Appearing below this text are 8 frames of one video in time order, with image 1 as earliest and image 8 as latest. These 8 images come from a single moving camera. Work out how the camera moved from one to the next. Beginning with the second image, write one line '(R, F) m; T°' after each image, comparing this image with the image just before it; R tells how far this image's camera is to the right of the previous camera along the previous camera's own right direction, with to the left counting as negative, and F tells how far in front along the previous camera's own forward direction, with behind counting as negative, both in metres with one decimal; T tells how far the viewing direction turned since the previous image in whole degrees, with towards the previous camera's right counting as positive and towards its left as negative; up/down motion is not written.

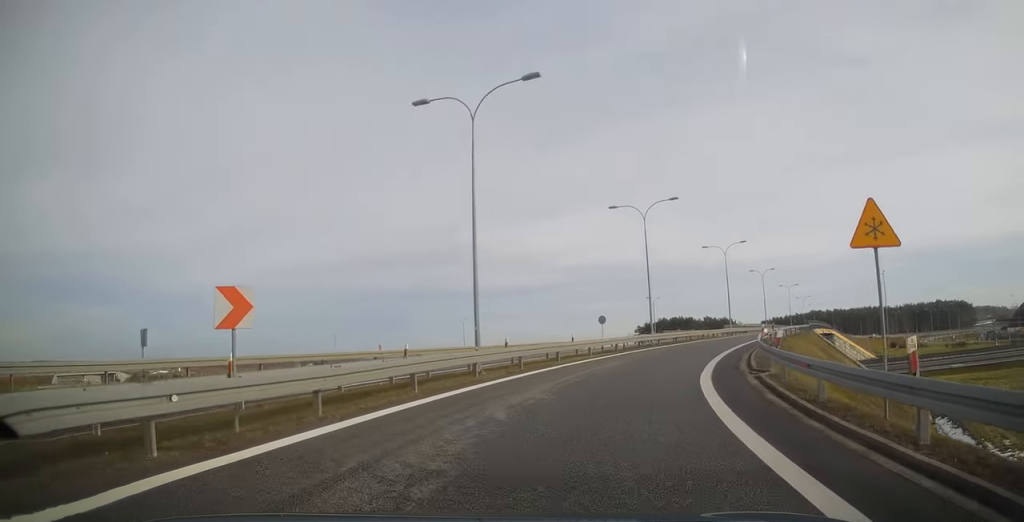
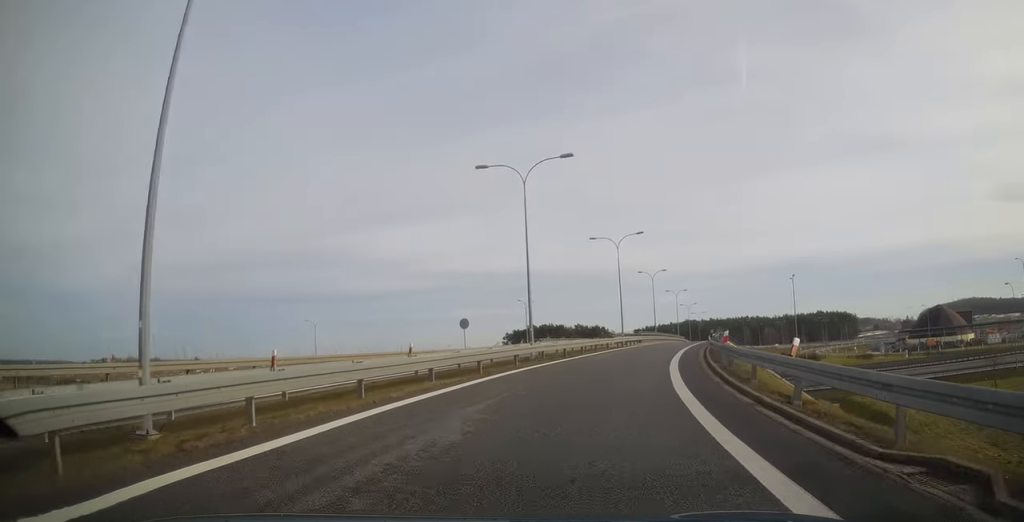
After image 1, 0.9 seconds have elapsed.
(+1.5, +12.3) m; +11°
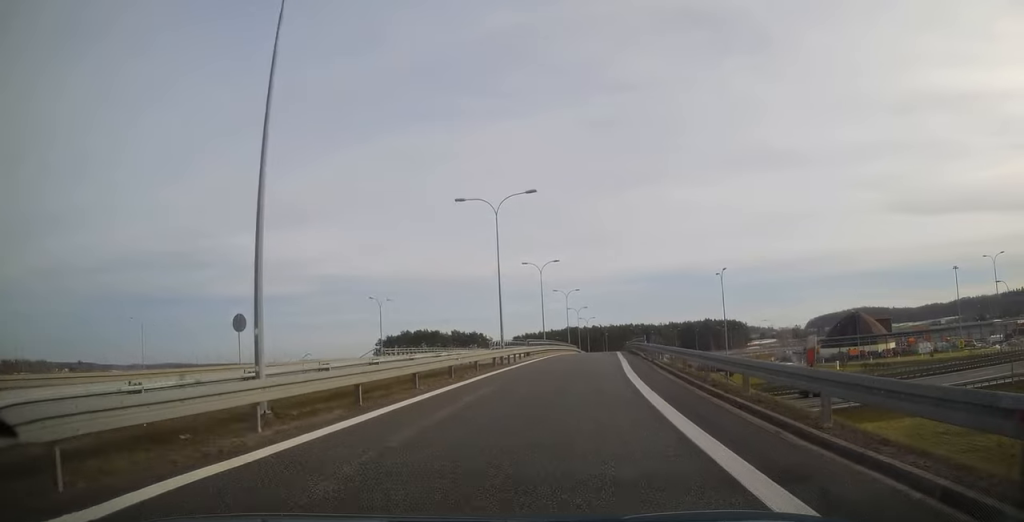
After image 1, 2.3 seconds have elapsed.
(+2.5, +18.8) m; +15°
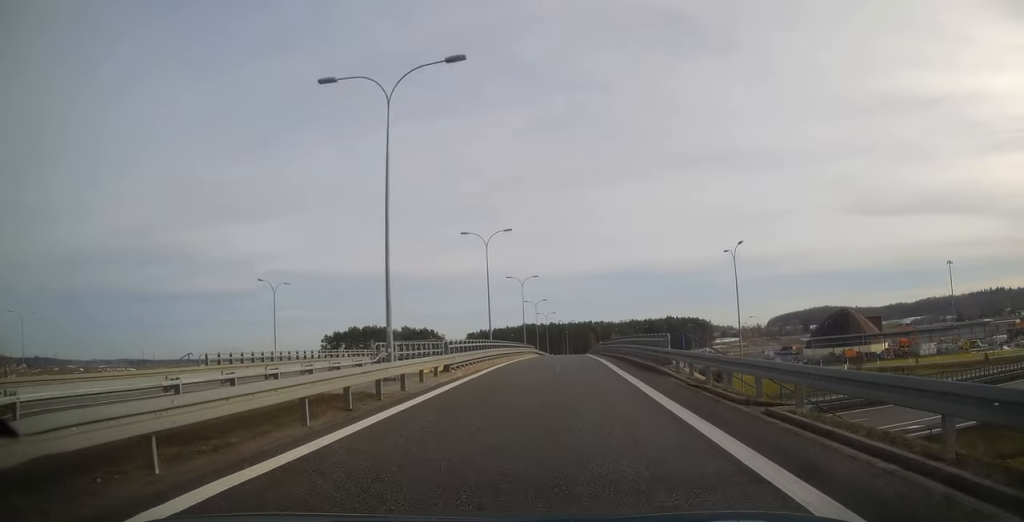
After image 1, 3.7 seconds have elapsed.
(+2.1, +18.3) m; +8°
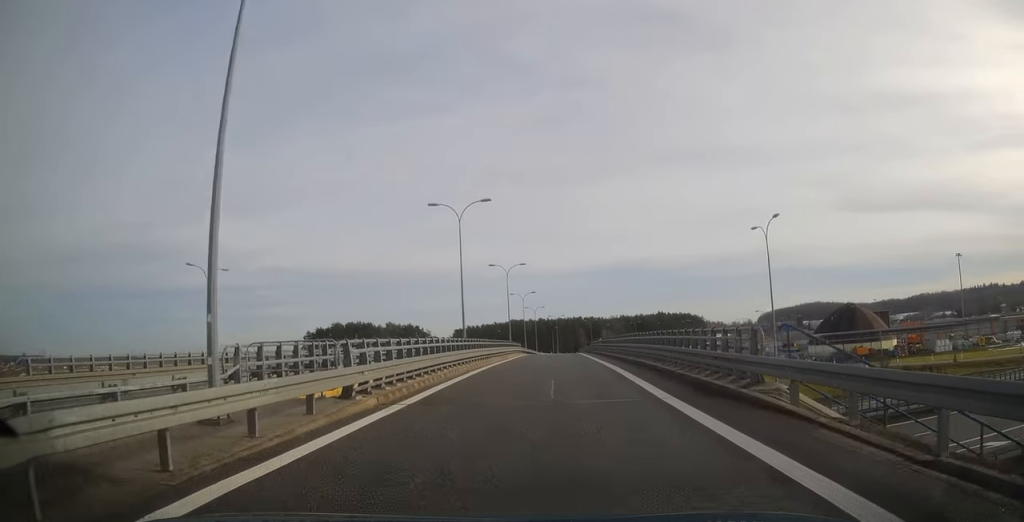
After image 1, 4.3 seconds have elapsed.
(+0.2, +9.8) m; +1°
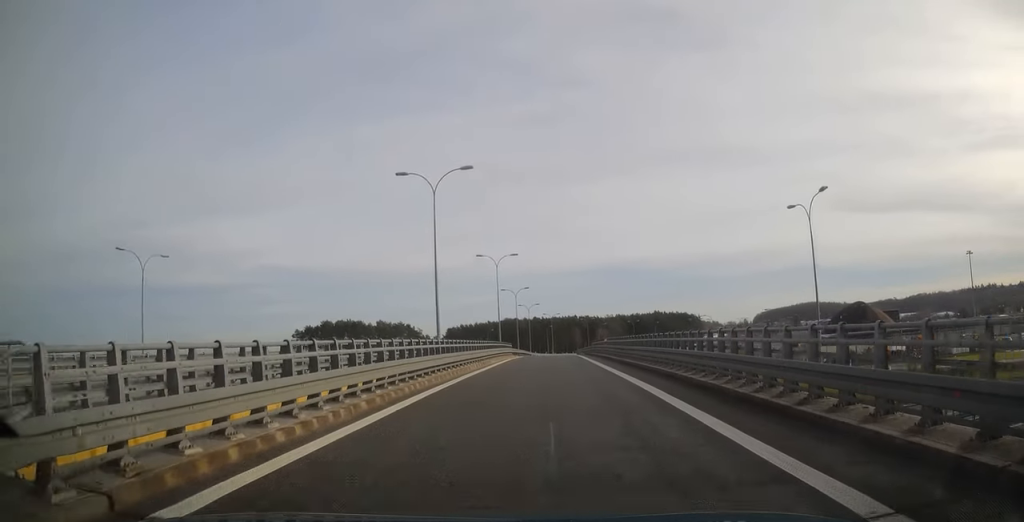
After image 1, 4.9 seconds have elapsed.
(-0.2, +7.7) m; 0°
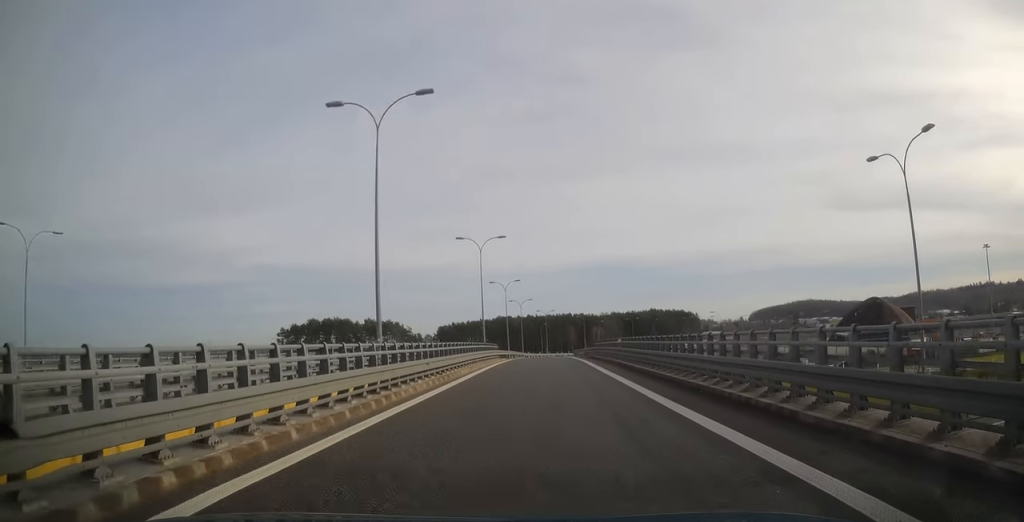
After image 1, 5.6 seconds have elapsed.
(+0.1, +10.4) m; +2°
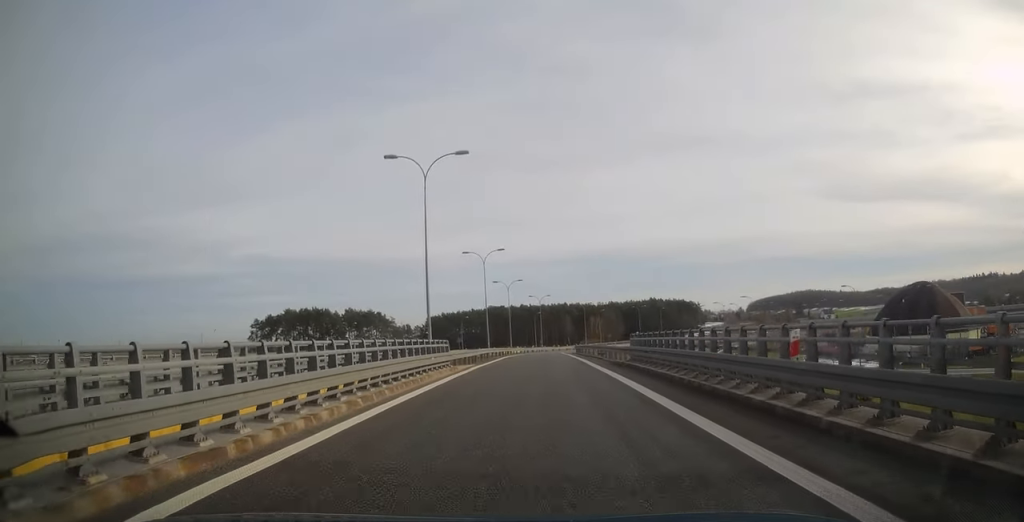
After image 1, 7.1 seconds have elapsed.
(+0.9, +22.1) m; +2°
